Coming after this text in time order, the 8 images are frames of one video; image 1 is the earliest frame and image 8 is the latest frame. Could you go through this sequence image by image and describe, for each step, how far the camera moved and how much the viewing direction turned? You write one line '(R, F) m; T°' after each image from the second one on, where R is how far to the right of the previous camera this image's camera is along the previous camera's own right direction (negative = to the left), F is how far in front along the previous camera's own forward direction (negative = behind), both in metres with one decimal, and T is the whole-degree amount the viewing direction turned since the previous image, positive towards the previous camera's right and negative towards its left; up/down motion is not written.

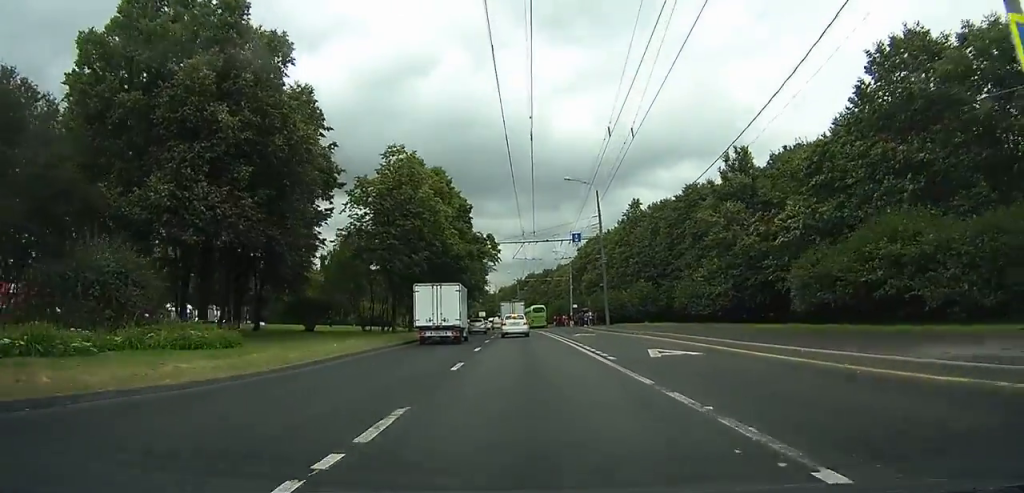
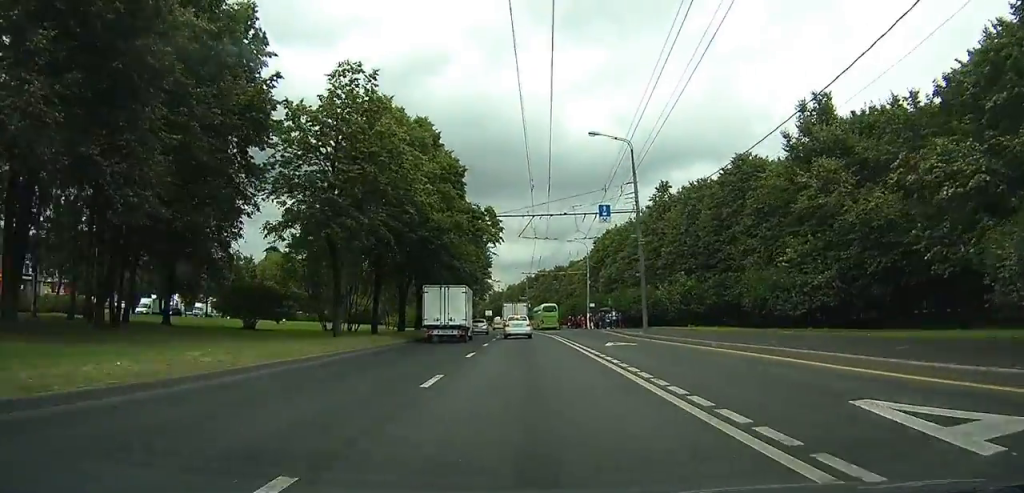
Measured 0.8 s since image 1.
(0.0, +12.1) m; -1°
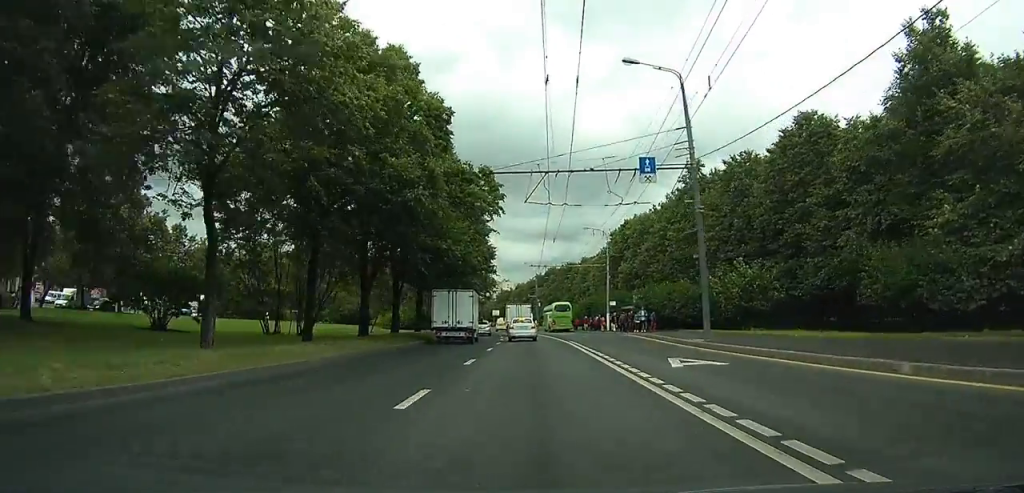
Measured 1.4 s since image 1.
(0.0, +10.5) m; -1°
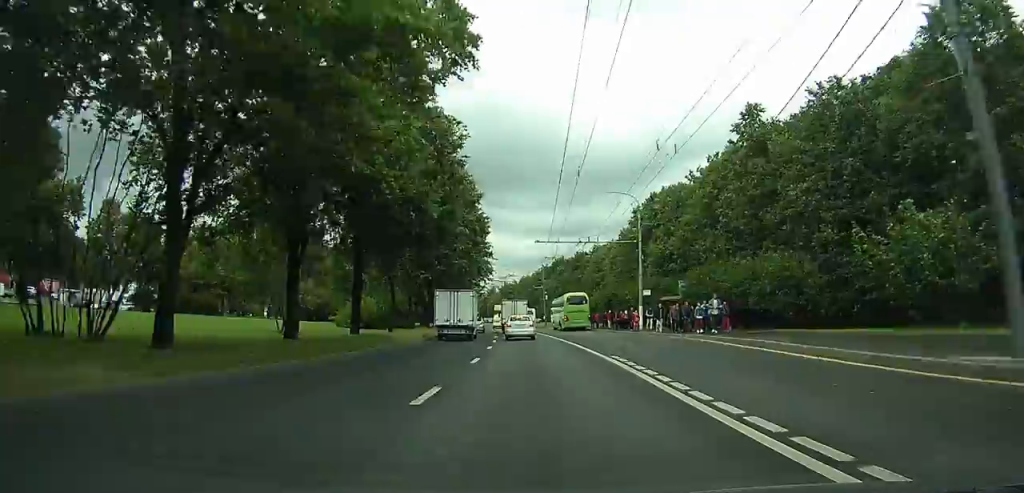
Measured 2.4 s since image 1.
(-0.2, +15.9) m; -1°
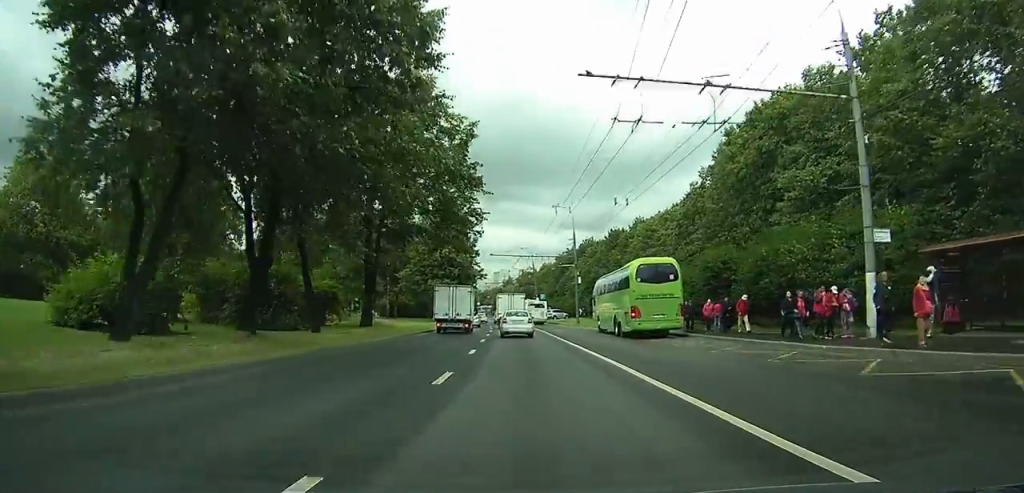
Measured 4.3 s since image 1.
(-0.4, +29.8) m; -2°
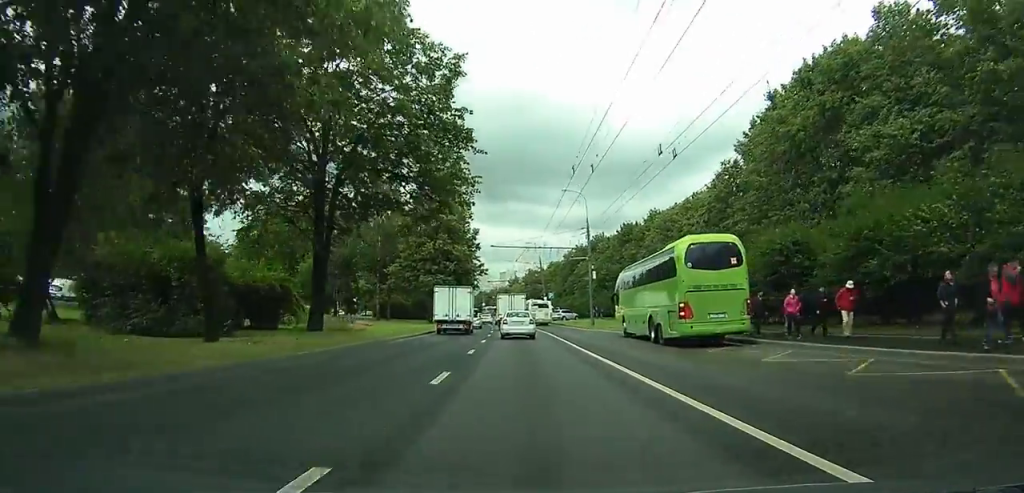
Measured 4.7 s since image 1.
(-0.1, +7.7) m; -1°
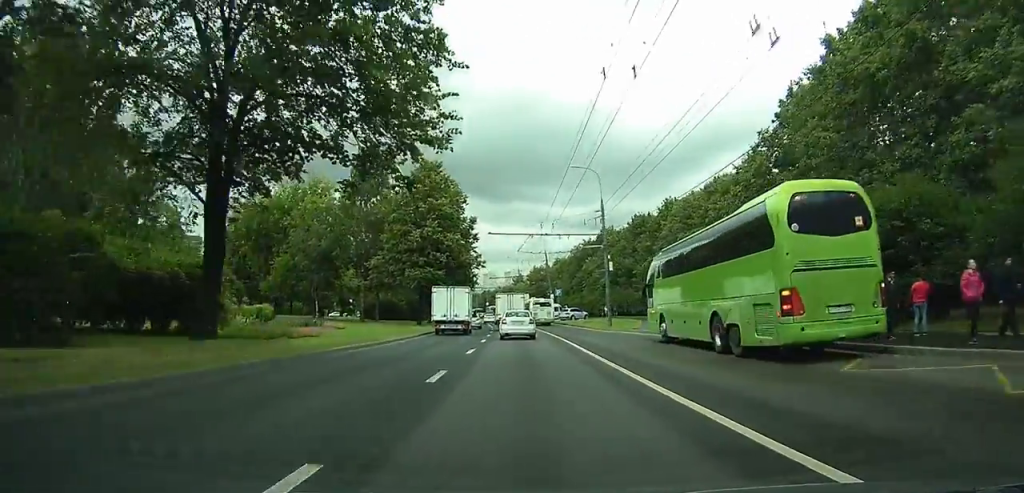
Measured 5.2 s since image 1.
(0.0, +7.7) m; -1°
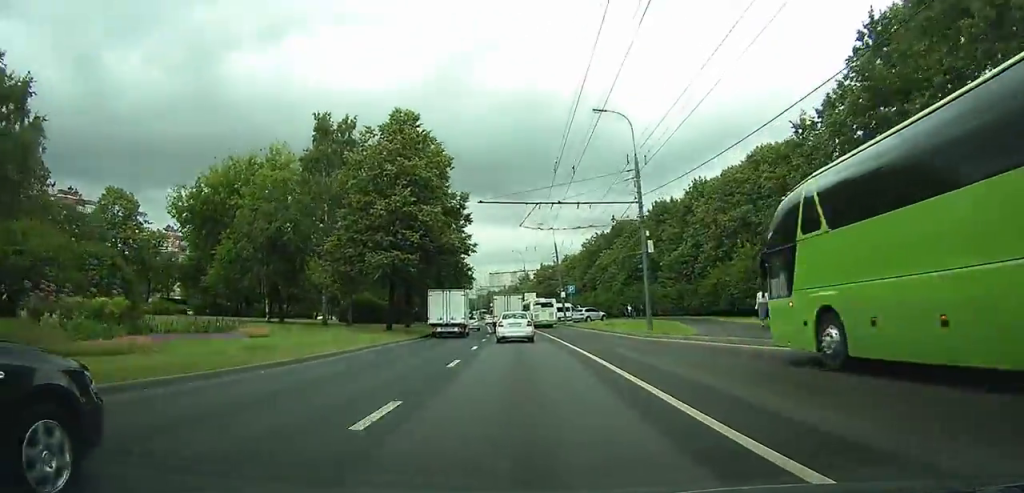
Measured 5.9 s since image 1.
(-0.2, +12.3) m; -1°
